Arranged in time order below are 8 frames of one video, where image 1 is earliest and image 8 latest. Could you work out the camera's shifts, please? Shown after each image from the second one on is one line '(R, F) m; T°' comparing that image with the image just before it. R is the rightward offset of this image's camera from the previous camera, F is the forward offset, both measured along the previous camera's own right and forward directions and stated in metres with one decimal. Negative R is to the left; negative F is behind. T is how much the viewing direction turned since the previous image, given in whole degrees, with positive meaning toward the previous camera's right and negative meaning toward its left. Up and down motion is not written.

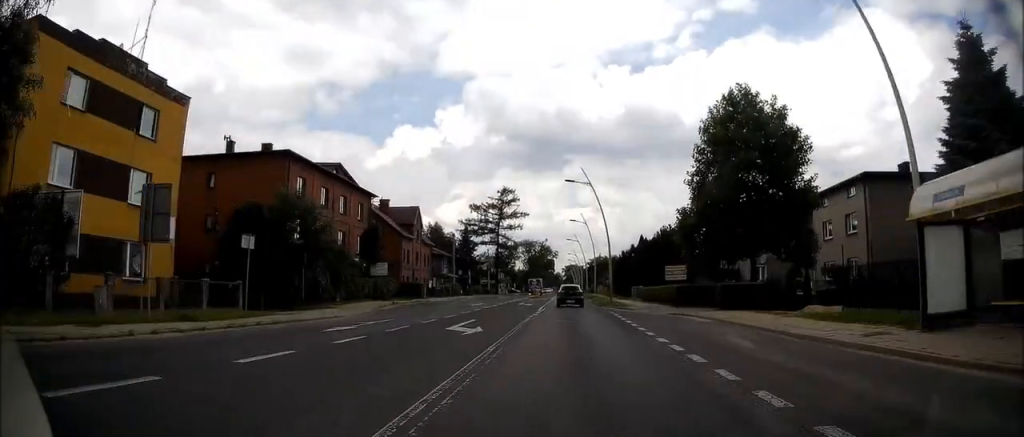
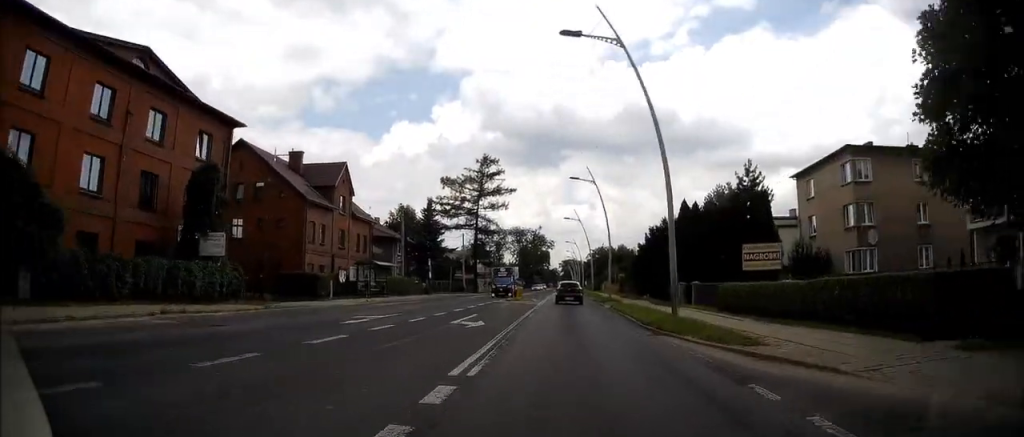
(+0.4, +25.0) m; +1°
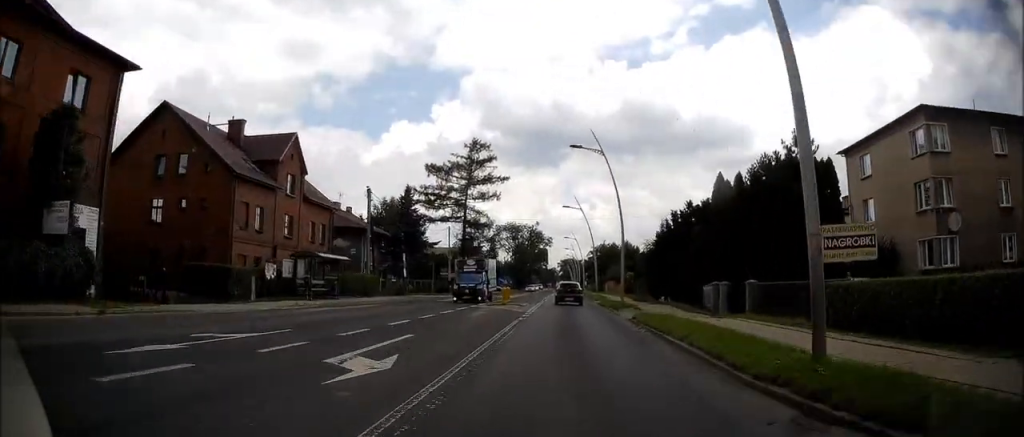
(-0.2, +9.9) m; 0°
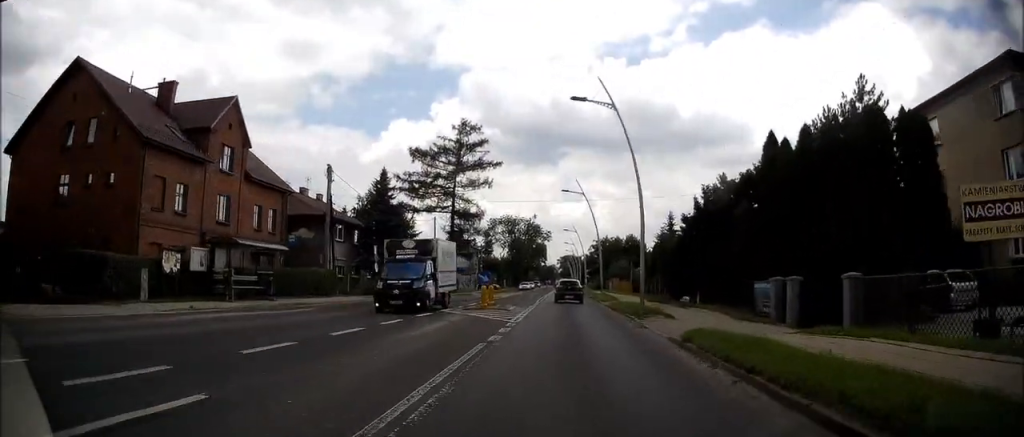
(-0.2, +8.4) m; 0°
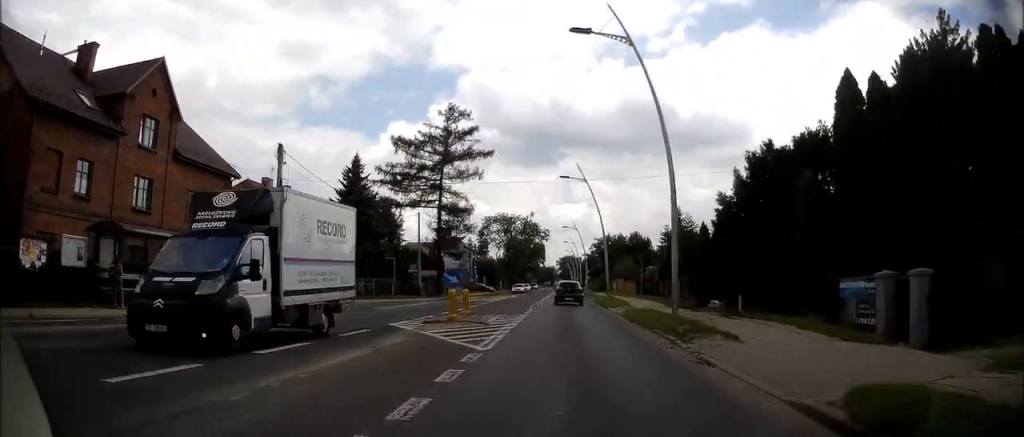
(+0.2, +7.2) m; +1°
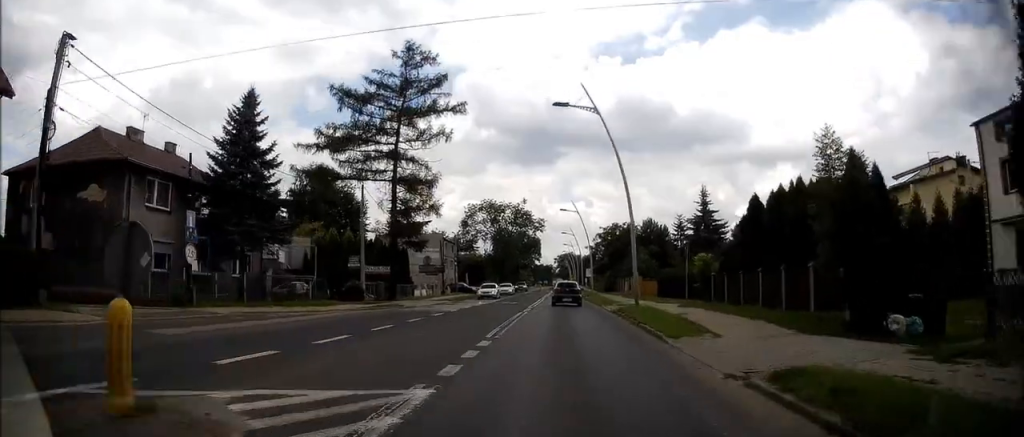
(+0.2, +17.3) m; 0°
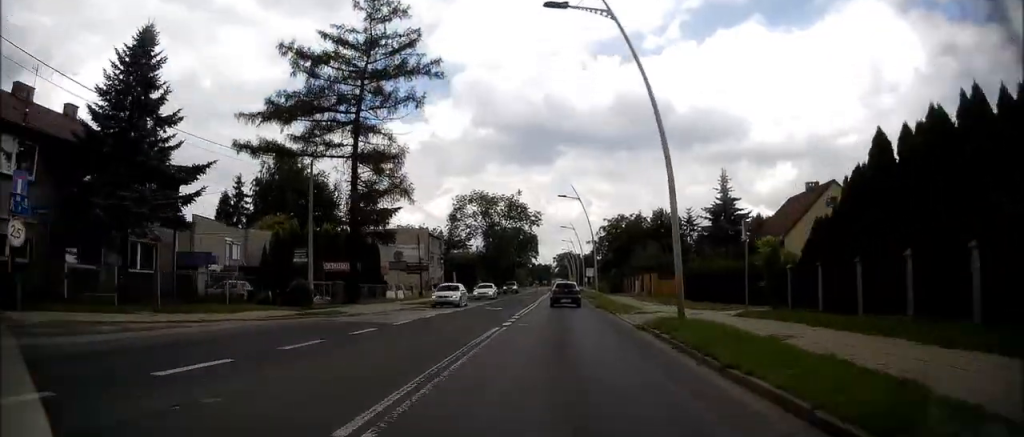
(0.0, +9.4) m; 0°
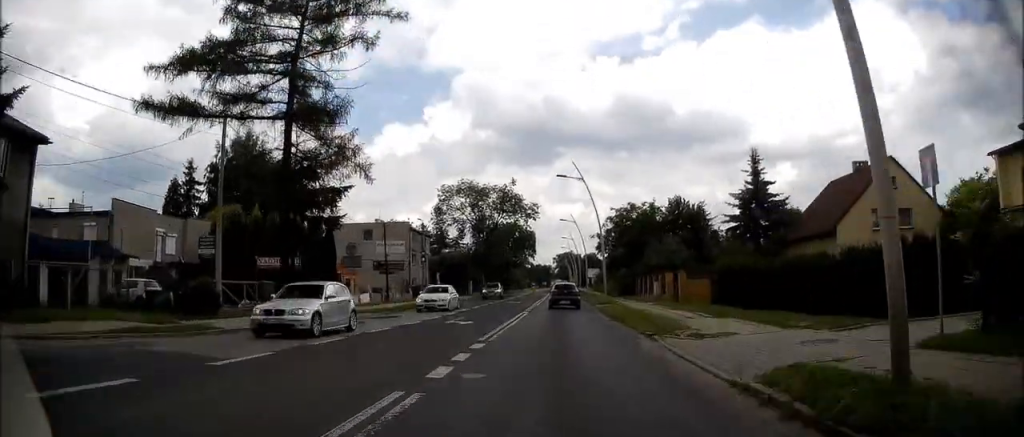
(0.0, +10.3) m; 0°
